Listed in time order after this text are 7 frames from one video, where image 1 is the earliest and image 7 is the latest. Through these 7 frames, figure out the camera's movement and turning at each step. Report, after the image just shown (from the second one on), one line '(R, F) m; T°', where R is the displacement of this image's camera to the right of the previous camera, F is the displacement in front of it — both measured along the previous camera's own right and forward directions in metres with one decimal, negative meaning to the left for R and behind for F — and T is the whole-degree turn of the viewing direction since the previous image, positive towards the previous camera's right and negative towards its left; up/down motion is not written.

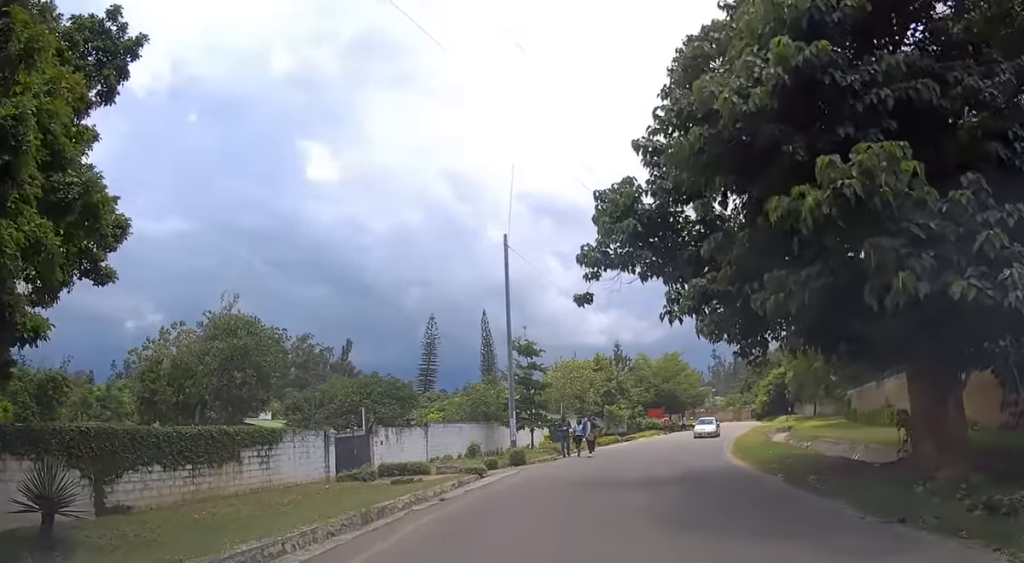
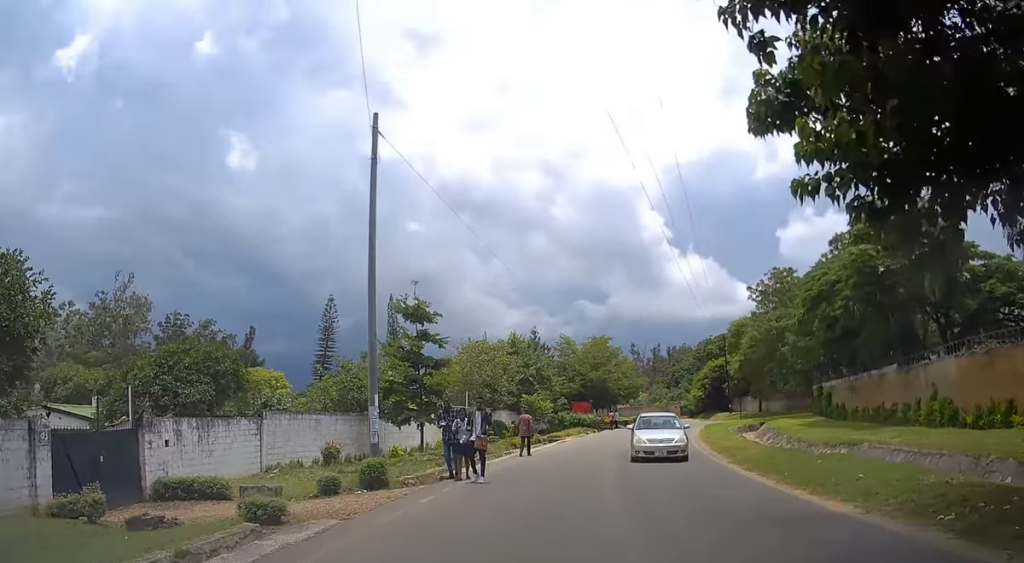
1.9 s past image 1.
(+0.8, +12.2) m; +7°
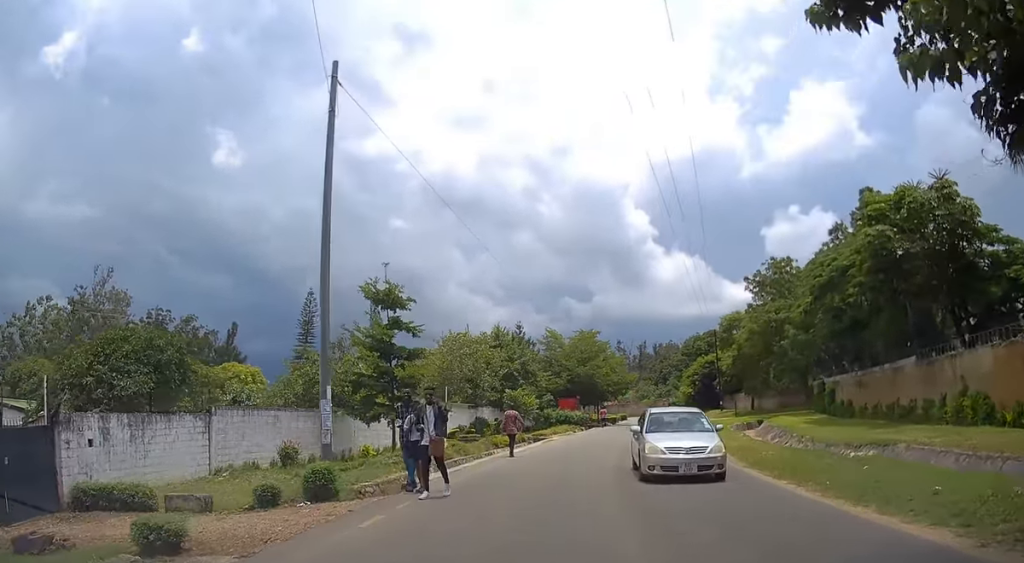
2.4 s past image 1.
(0.0, +3.0) m; +1°
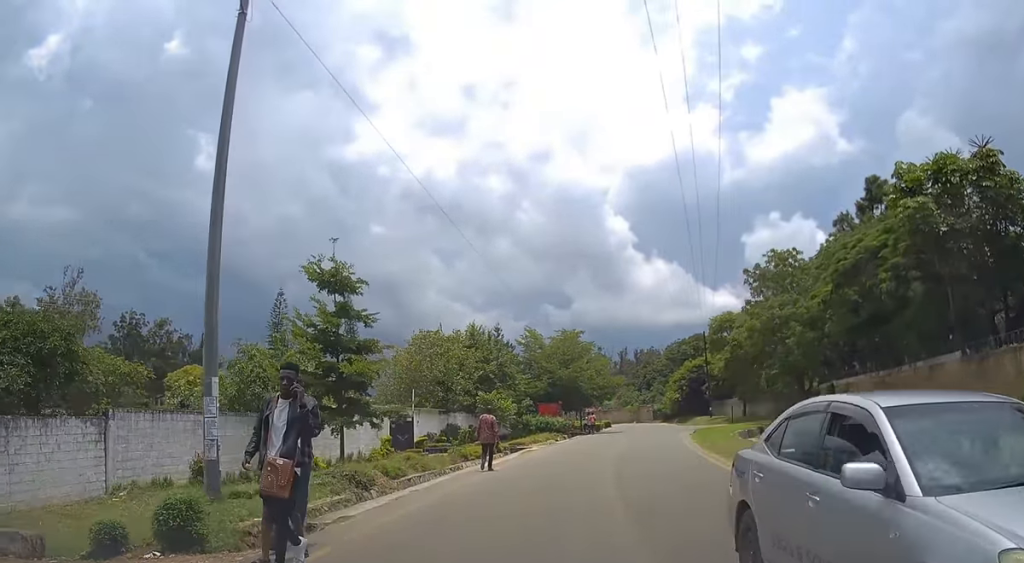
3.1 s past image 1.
(+0.1, +4.8) m; +1°
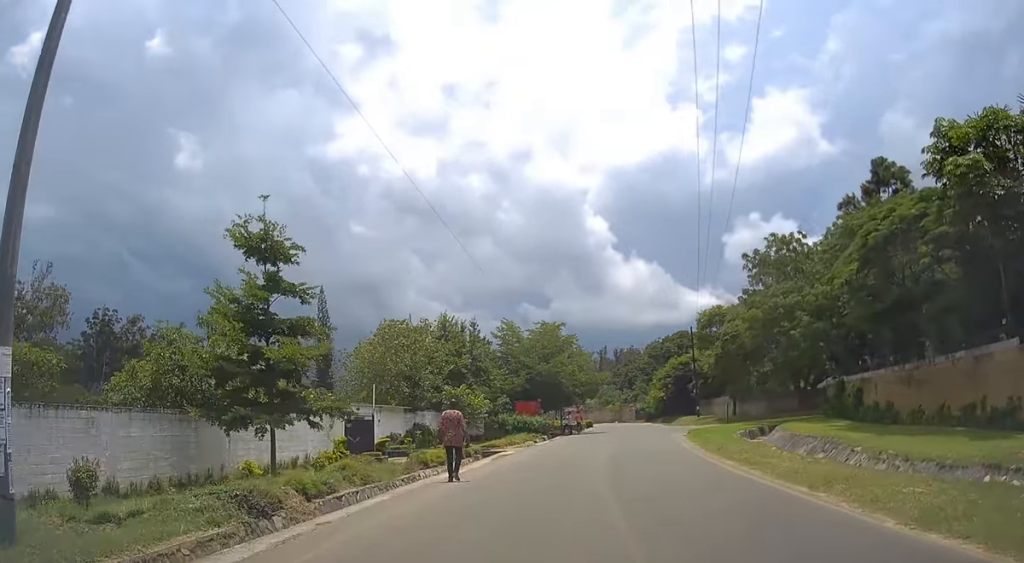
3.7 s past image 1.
(0.0, +4.5) m; +1°
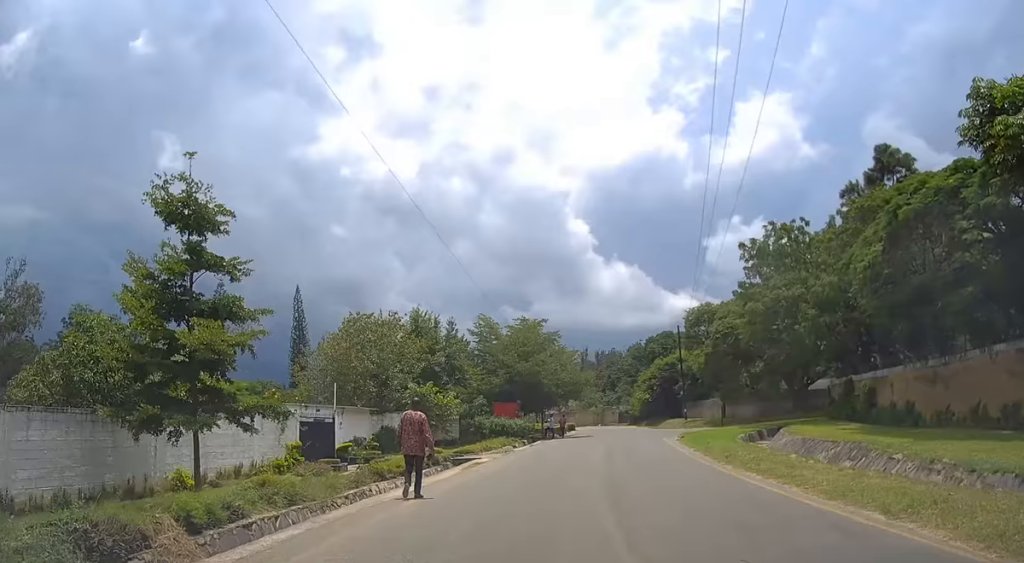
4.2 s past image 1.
(0.0, +3.4) m; +1°
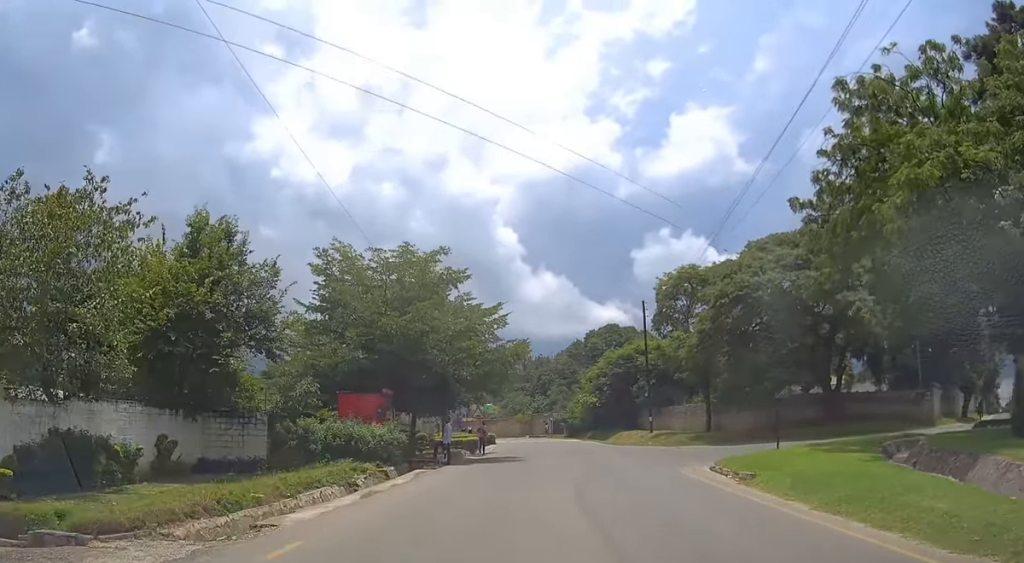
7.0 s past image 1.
(+1.6, +21.8) m; +7°
